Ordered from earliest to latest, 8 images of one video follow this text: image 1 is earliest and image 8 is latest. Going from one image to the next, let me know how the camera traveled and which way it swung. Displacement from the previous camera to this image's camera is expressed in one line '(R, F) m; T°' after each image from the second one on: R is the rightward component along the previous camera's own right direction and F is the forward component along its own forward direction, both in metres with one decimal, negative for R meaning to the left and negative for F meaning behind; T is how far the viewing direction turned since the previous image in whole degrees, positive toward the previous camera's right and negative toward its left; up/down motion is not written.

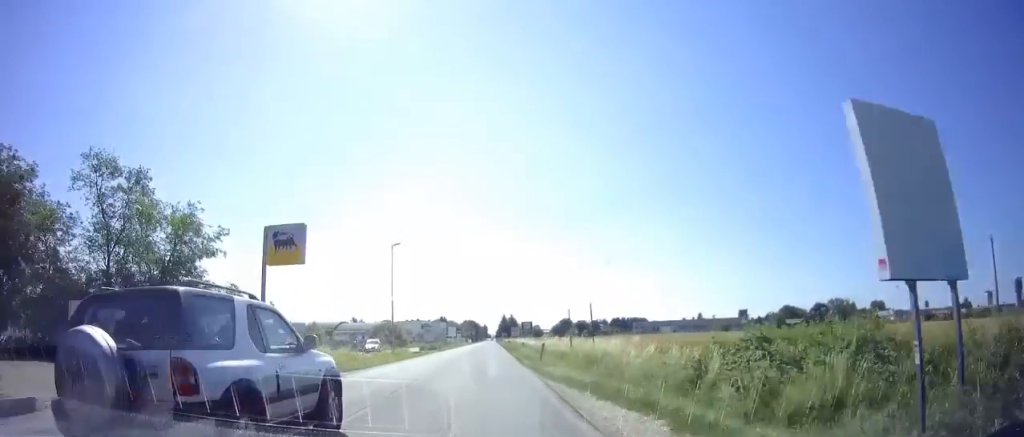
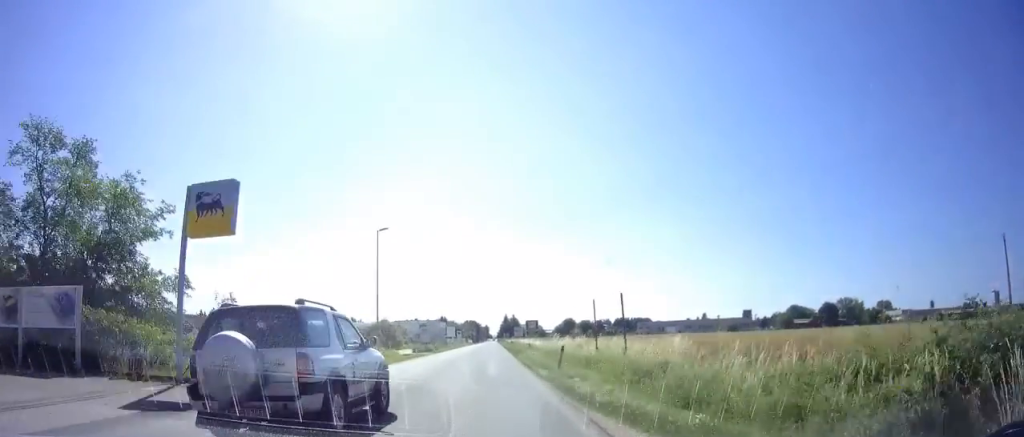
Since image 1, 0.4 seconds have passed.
(-0.1, +7.5) m; 0°
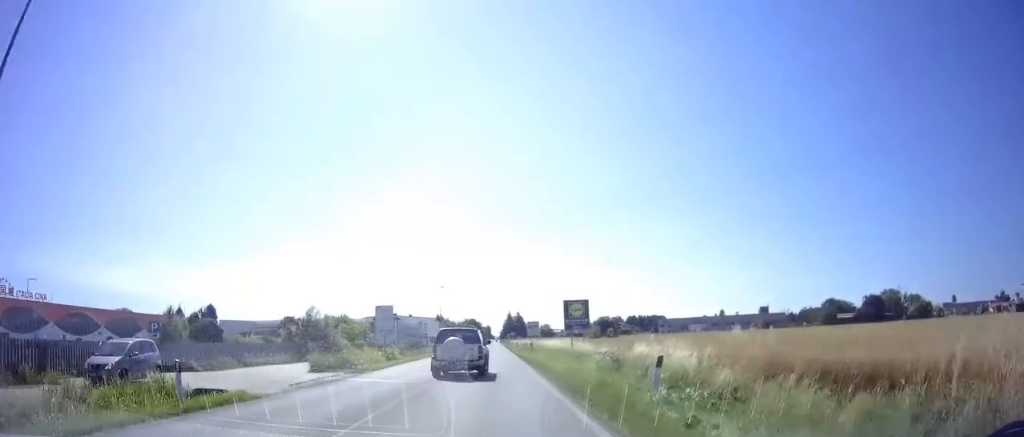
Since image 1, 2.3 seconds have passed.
(0.0, +35.9) m; 0°
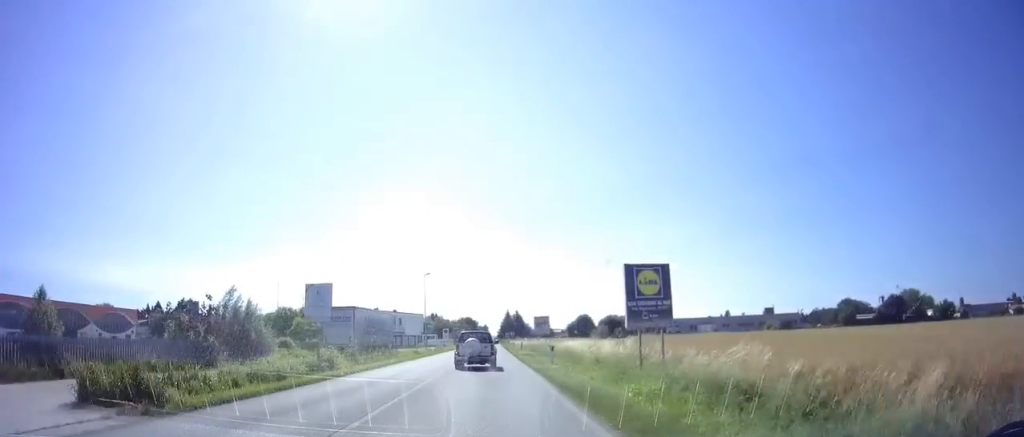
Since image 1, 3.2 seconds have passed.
(-0.2, +15.3) m; -1°
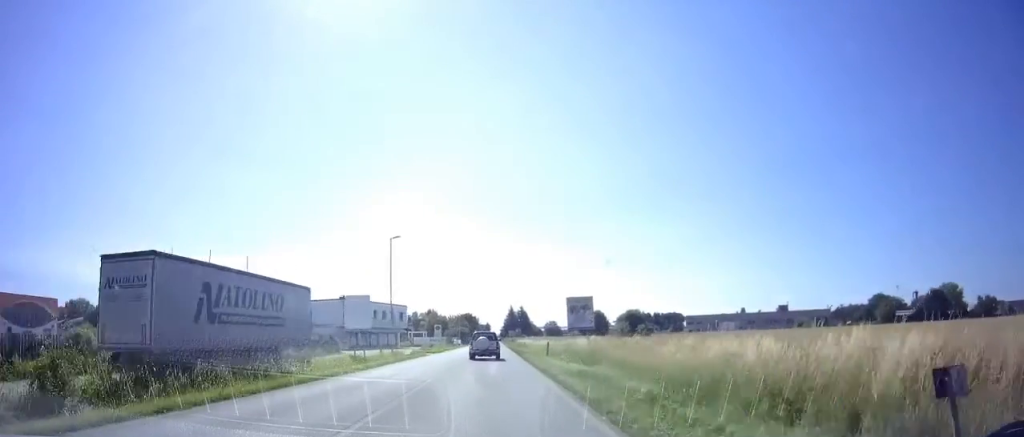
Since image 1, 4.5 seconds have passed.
(+0.3, +24.6) m; +1°
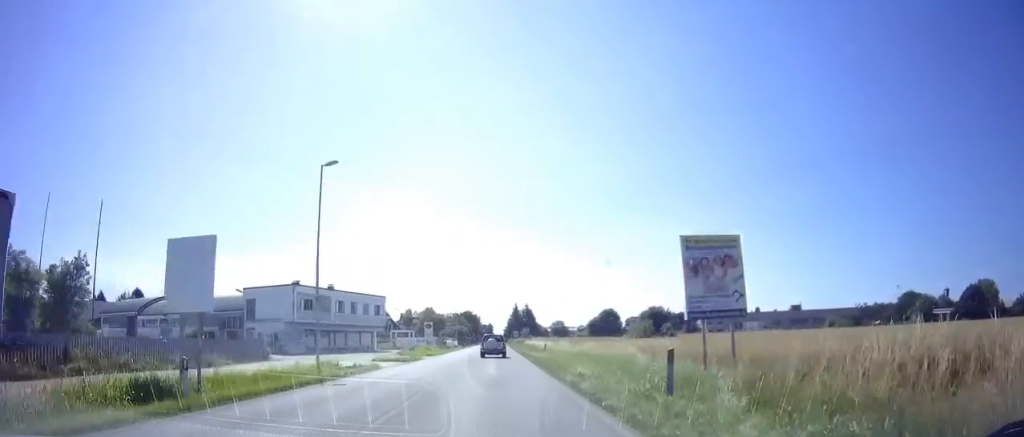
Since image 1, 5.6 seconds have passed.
(0.0, +19.7) m; -1°
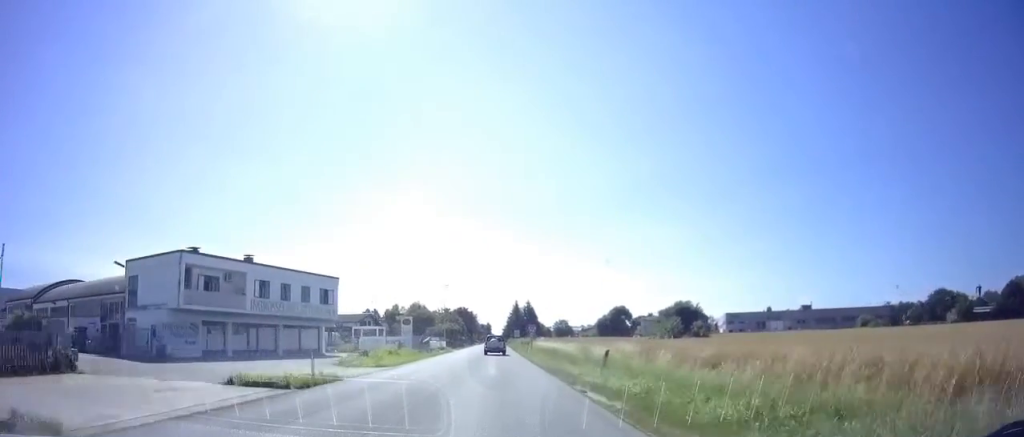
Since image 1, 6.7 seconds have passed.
(-0.2, +21.5) m; 0°
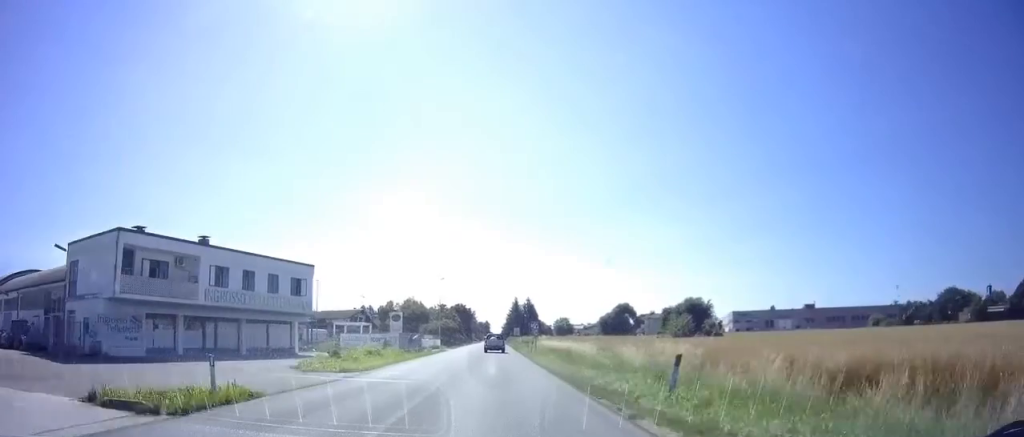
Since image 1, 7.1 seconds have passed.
(0.0, +7.4) m; 0°
